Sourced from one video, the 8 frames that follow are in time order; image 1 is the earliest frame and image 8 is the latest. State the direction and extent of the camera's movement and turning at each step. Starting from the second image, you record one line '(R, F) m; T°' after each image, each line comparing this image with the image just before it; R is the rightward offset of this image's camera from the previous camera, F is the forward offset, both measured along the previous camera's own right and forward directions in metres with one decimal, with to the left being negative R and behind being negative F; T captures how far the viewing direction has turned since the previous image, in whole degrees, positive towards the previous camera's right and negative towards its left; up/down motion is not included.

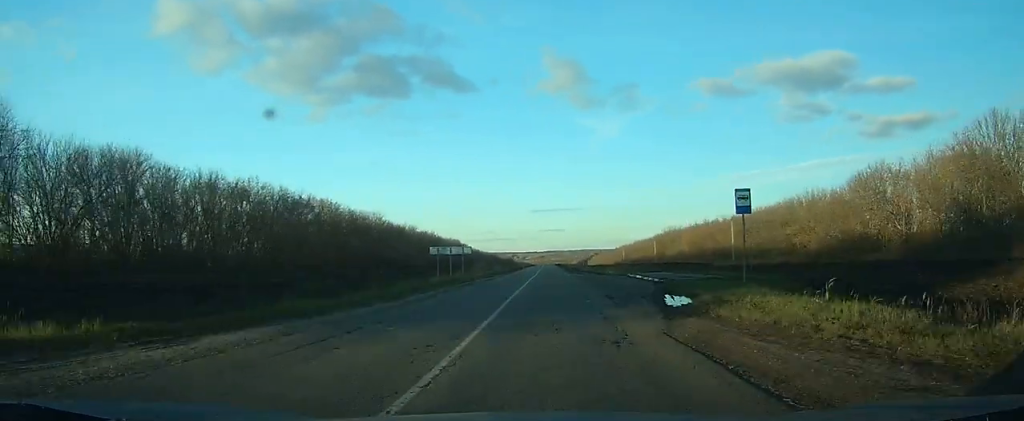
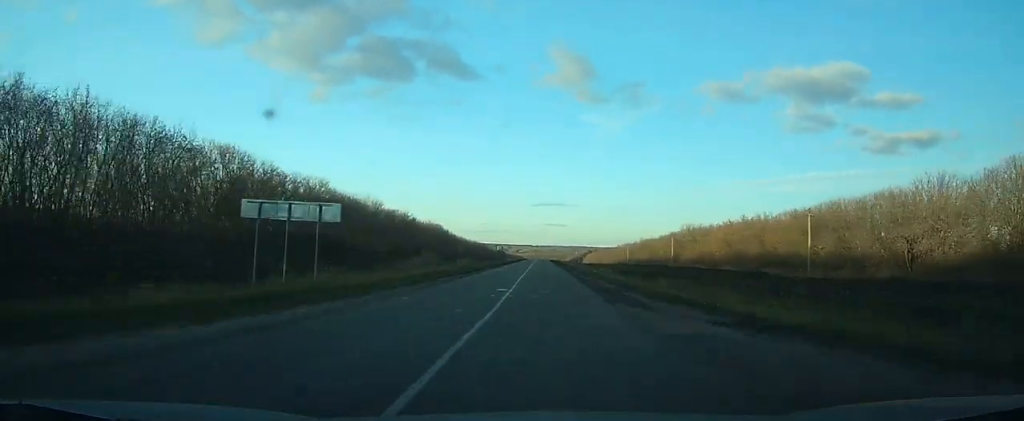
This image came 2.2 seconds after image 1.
(-1.2, +30.6) m; -3°
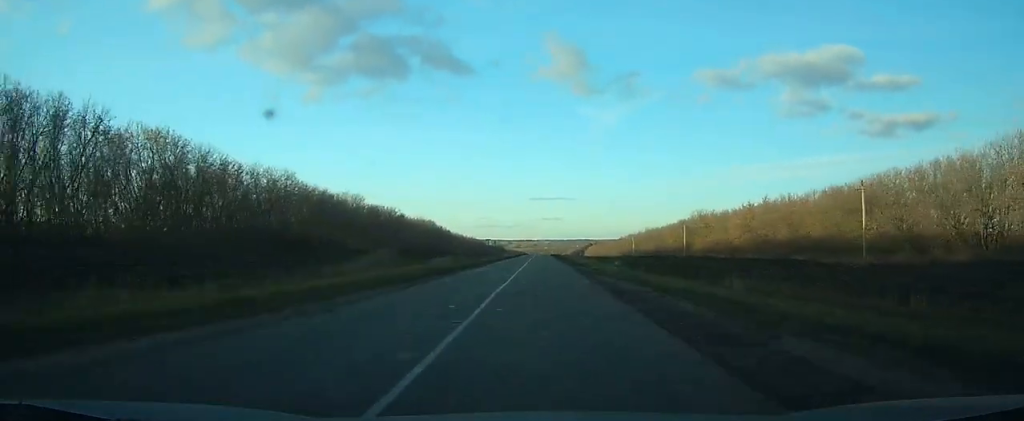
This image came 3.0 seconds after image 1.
(-0.1, +12.9) m; -1°
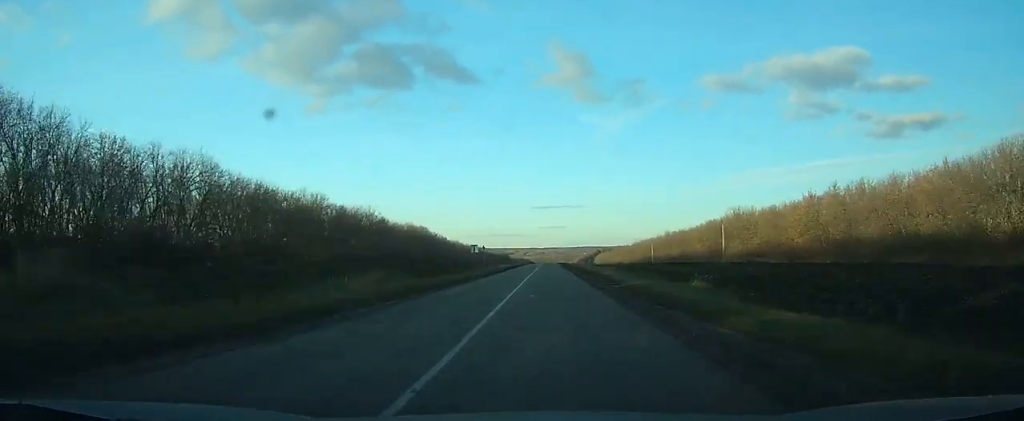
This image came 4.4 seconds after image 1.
(+0.1, +25.7) m; 0°
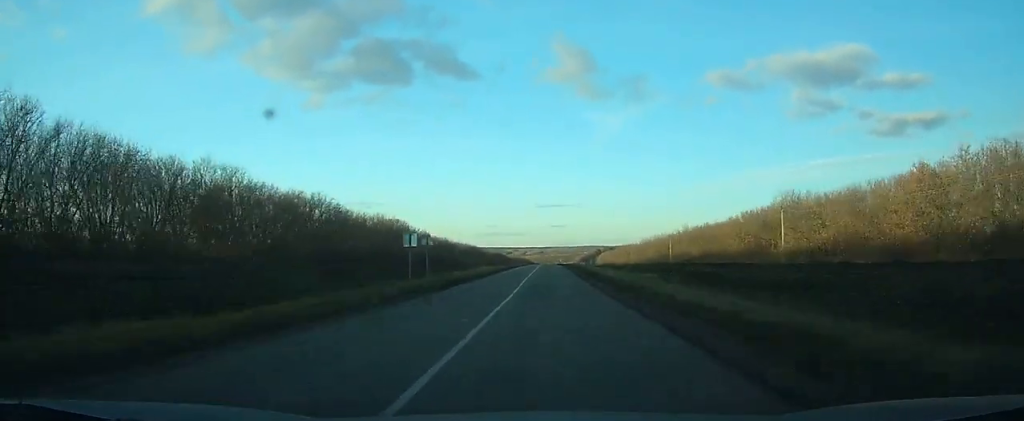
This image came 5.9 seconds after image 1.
(-0.1, +30.8) m; 0°
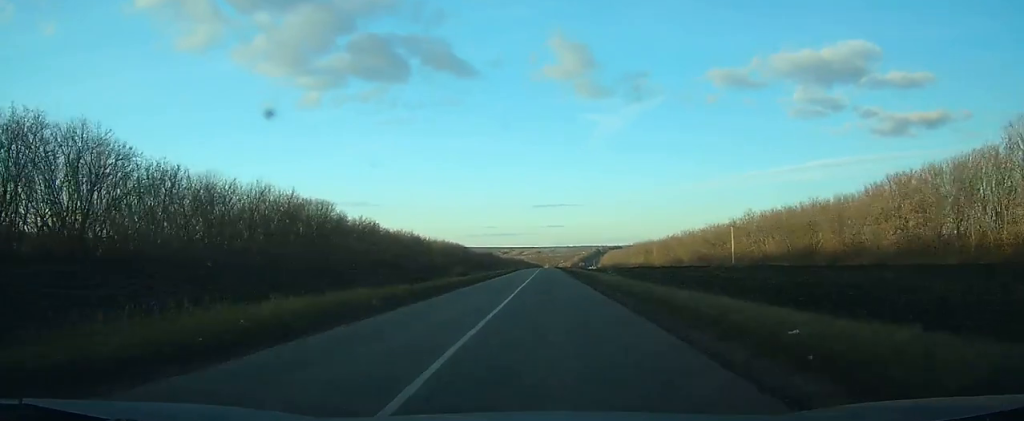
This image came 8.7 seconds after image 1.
(0.0, +60.6) m; 0°
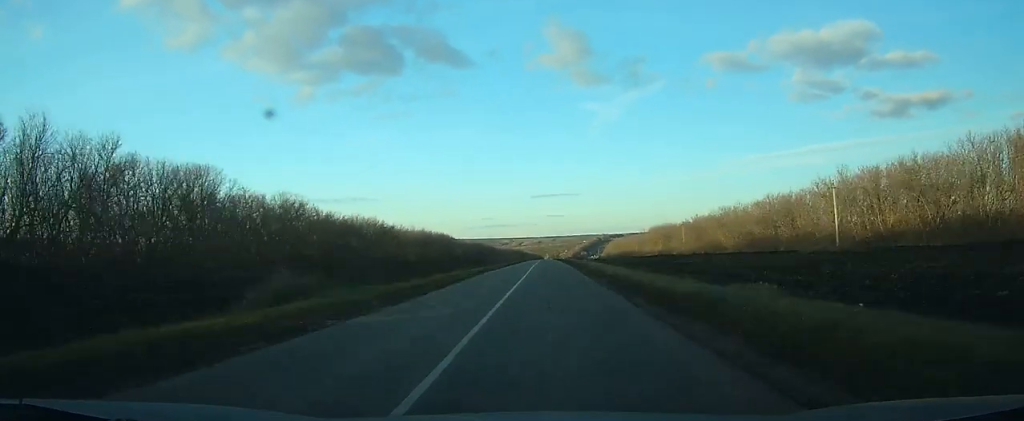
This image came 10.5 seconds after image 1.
(+0.1, +46.8) m; 0°
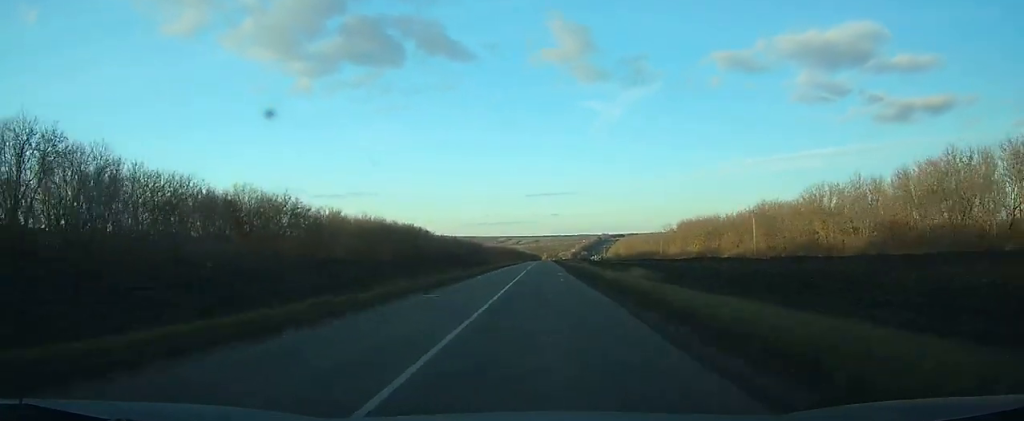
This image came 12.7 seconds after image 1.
(+0.3, +60.6) m; 0°
